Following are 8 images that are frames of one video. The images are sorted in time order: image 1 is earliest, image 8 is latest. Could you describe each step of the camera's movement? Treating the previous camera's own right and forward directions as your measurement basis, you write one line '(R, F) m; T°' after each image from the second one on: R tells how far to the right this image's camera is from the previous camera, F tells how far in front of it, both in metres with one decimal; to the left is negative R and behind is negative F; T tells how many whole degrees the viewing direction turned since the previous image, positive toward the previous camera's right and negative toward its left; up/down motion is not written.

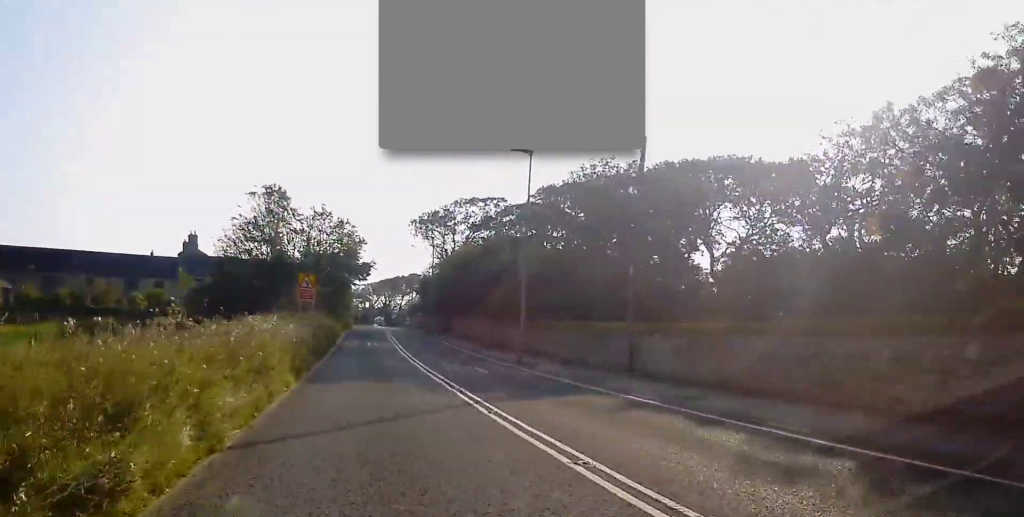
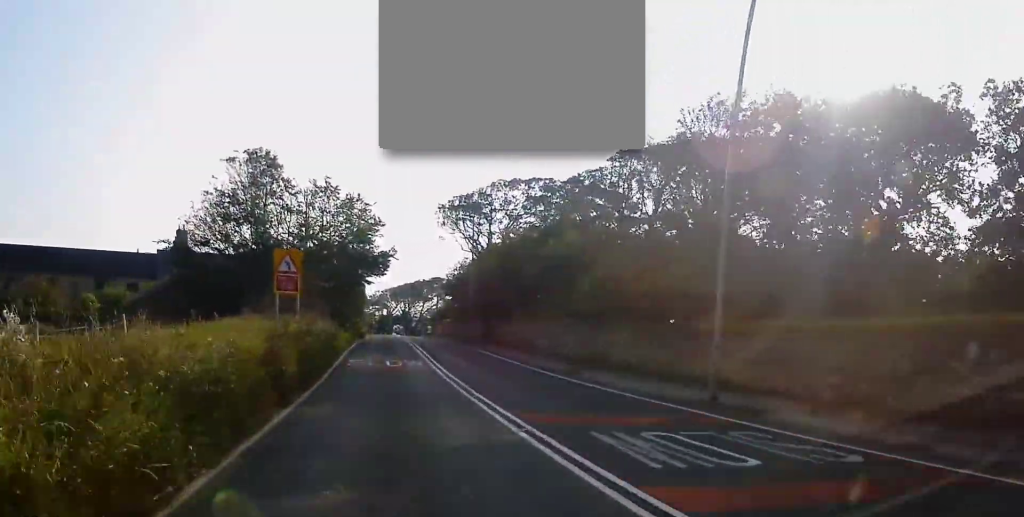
(-0.5, +16.6) m; -4°
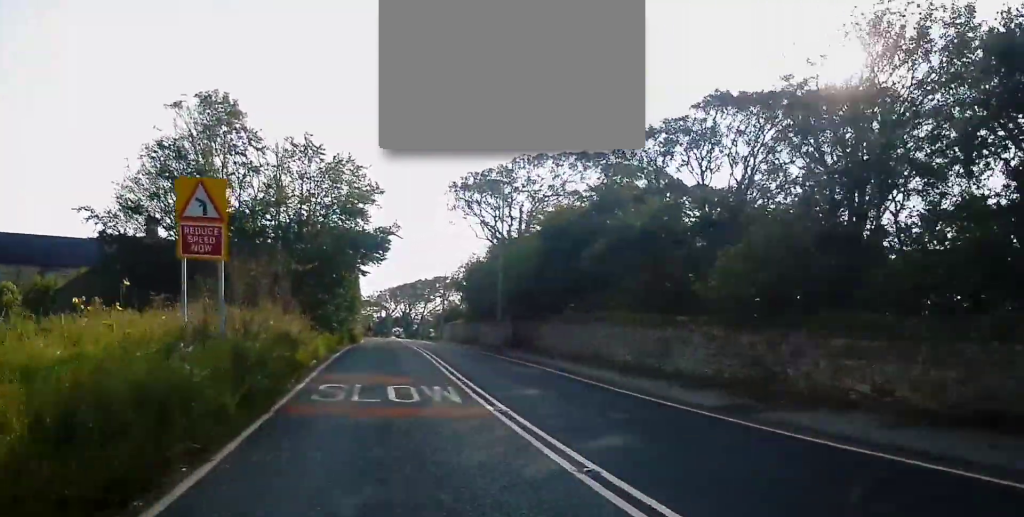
(-0.4, +12.8) m; -1°
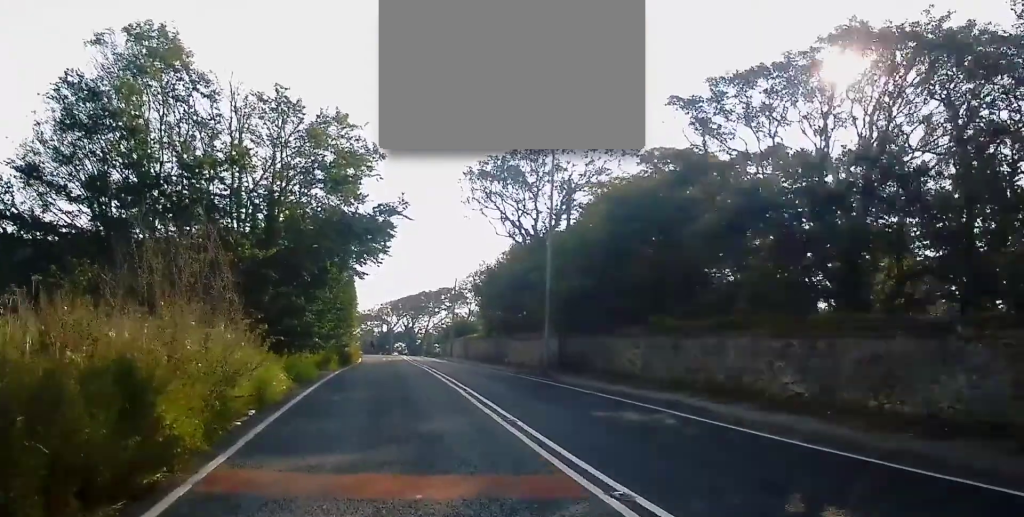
(+0.2, +10.9) m; +1°
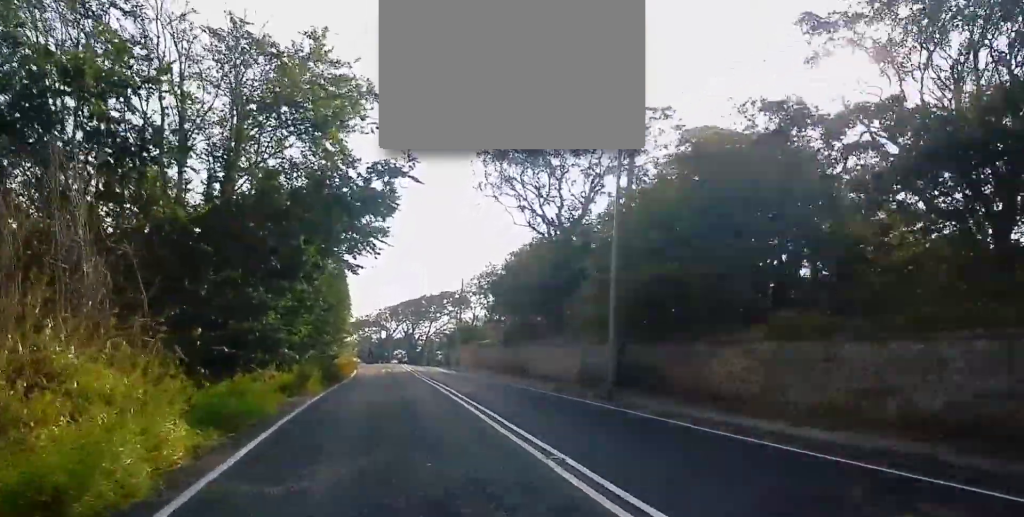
(+0.2, +8.0) m; 0°
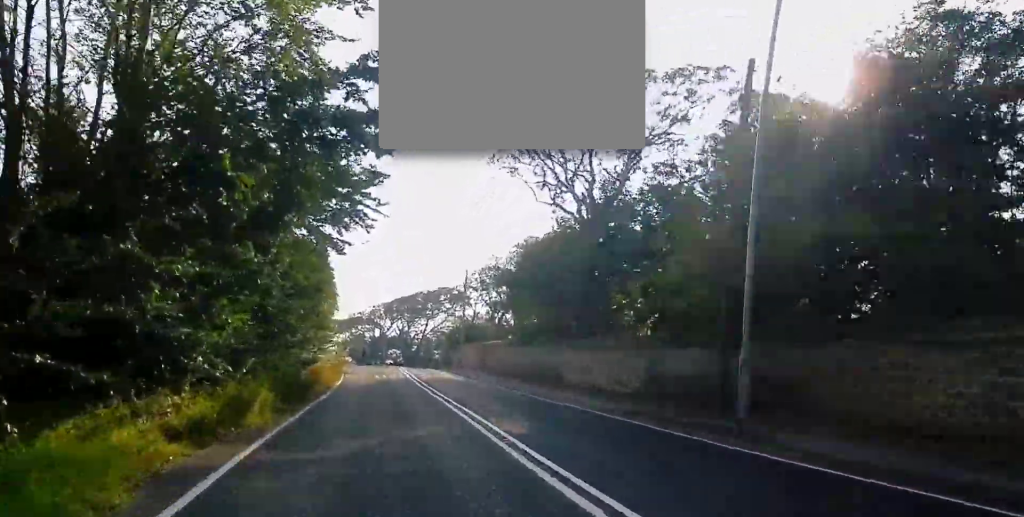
(-0.3, +7.9) m; -2°
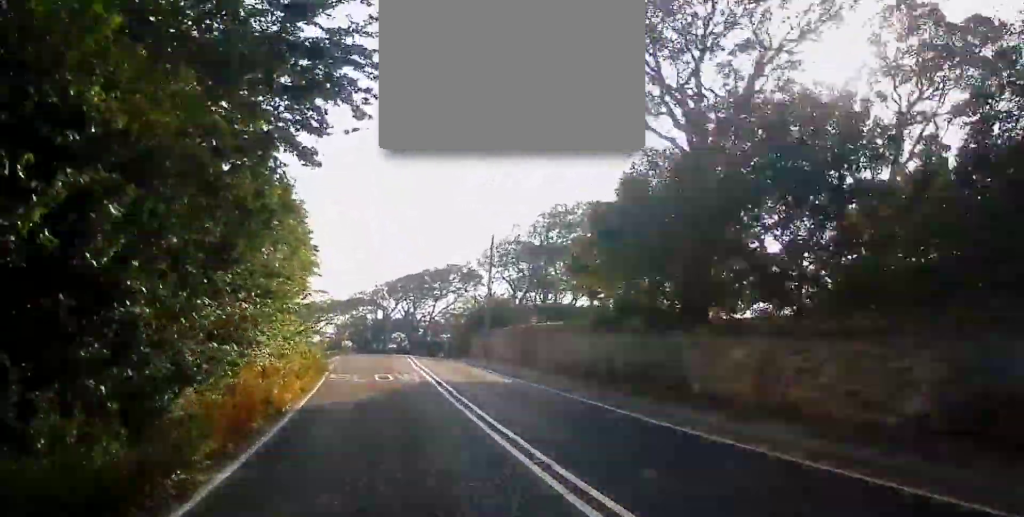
(-0.1, +12.6) m; +3°
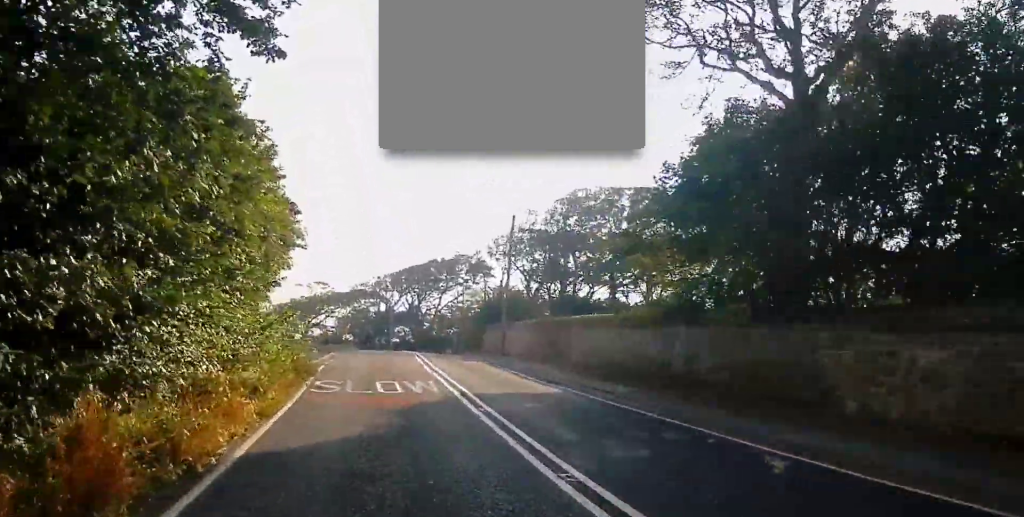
(+0.3, +6.1) m; 0°
